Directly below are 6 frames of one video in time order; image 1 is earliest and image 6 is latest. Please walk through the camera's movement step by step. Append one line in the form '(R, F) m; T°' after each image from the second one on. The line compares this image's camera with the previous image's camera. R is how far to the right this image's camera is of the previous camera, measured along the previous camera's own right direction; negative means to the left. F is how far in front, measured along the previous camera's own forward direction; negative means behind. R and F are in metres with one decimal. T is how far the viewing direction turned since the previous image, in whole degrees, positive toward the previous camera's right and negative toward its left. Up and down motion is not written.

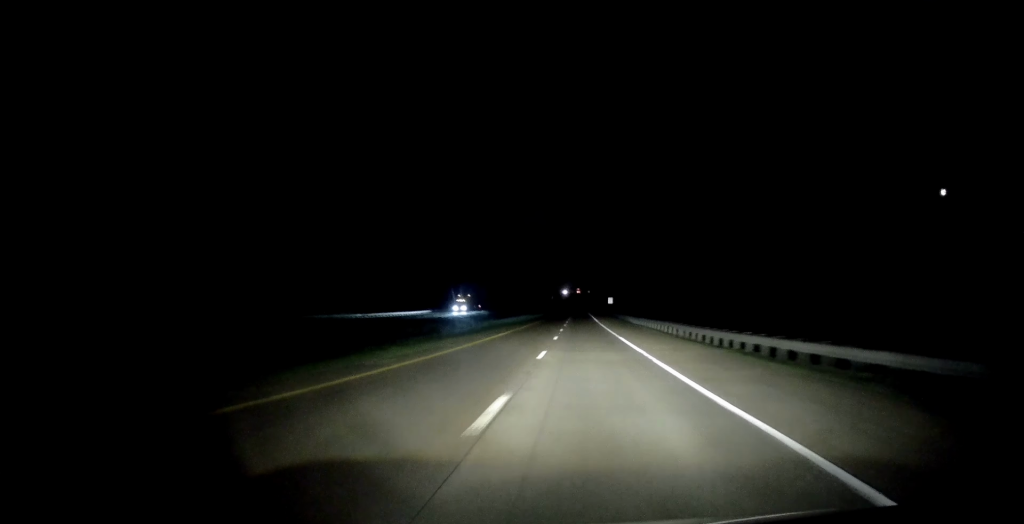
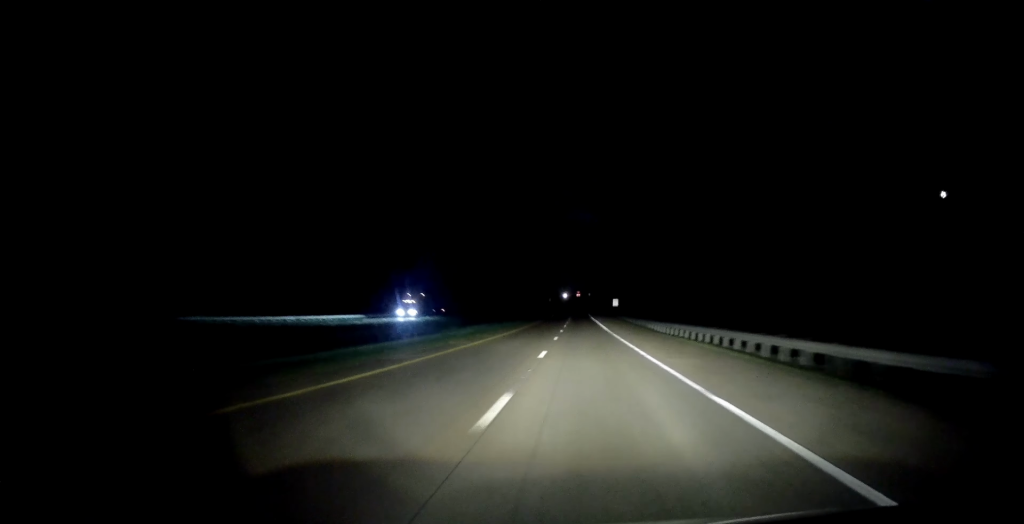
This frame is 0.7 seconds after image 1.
(+0.2, +23.9) m; 0°
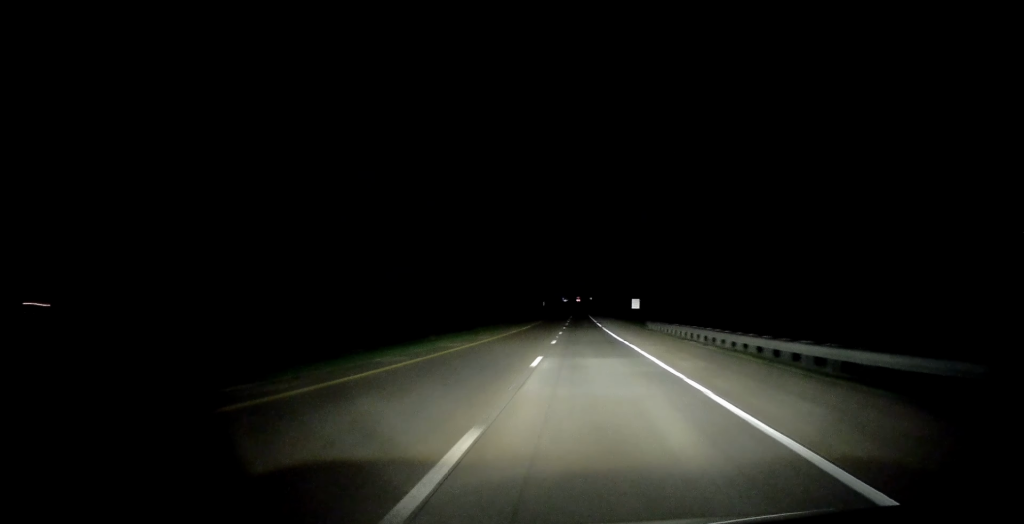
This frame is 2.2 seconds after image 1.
(-0.5, +52.2) m; -1°
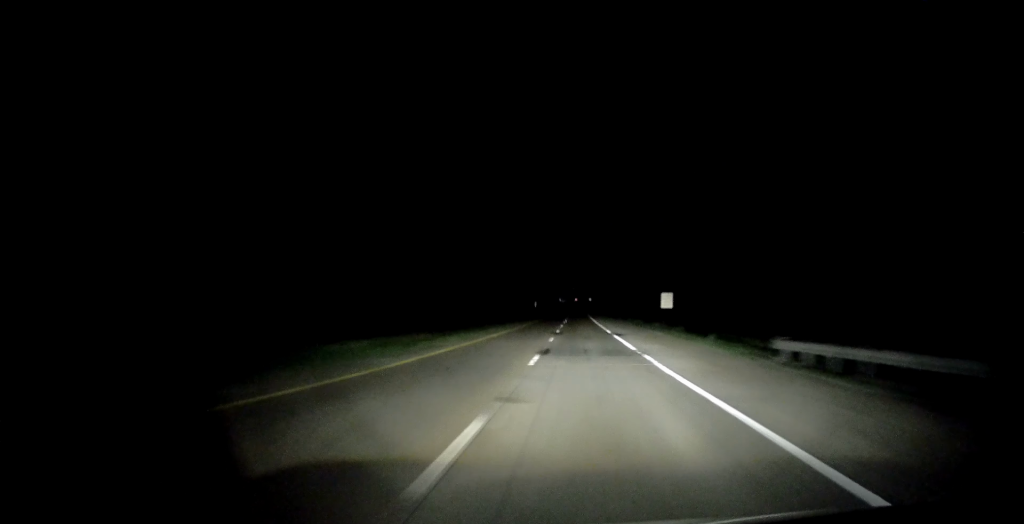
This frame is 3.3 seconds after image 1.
(+0.3, +36.5) m; 0°
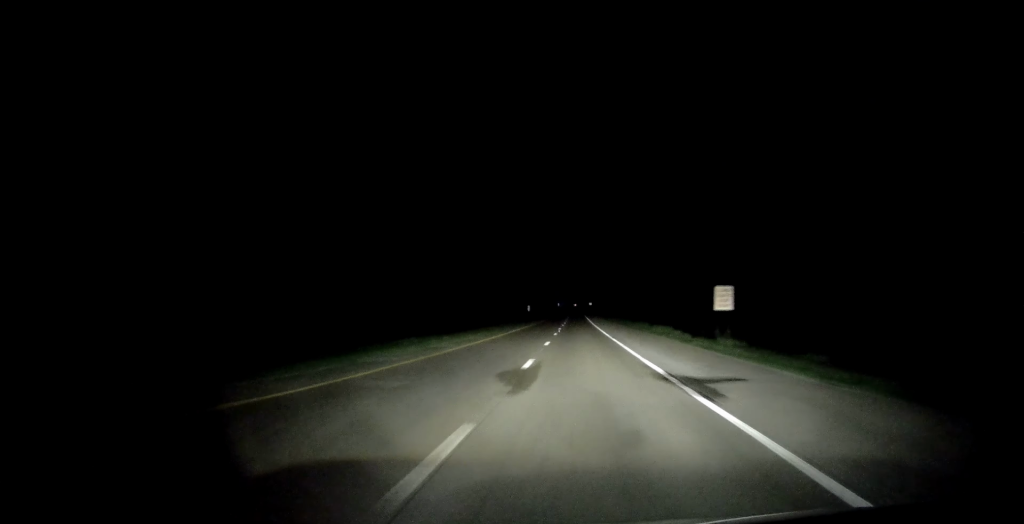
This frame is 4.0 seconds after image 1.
(0.0, +25.1) m; 0°
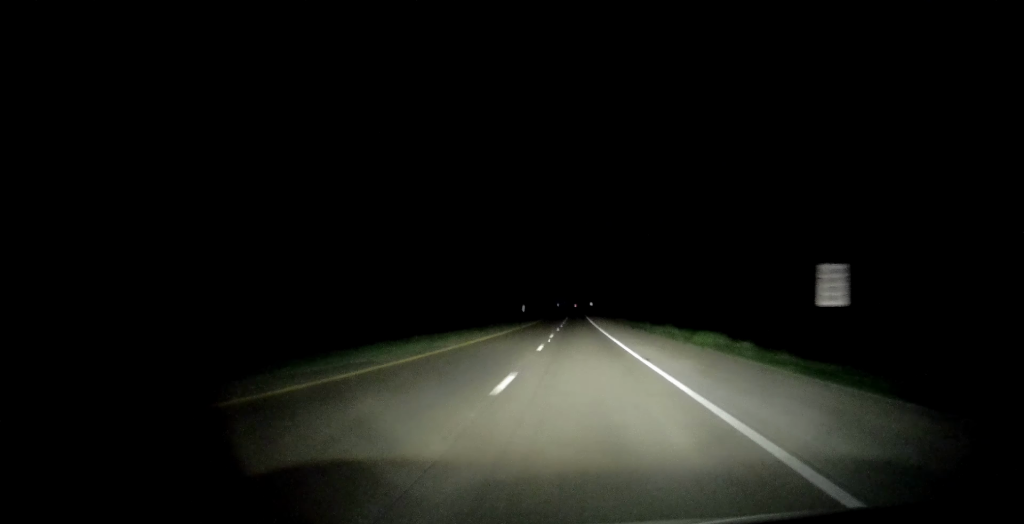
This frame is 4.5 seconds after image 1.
(-0.1, +17.0) m; 0°
